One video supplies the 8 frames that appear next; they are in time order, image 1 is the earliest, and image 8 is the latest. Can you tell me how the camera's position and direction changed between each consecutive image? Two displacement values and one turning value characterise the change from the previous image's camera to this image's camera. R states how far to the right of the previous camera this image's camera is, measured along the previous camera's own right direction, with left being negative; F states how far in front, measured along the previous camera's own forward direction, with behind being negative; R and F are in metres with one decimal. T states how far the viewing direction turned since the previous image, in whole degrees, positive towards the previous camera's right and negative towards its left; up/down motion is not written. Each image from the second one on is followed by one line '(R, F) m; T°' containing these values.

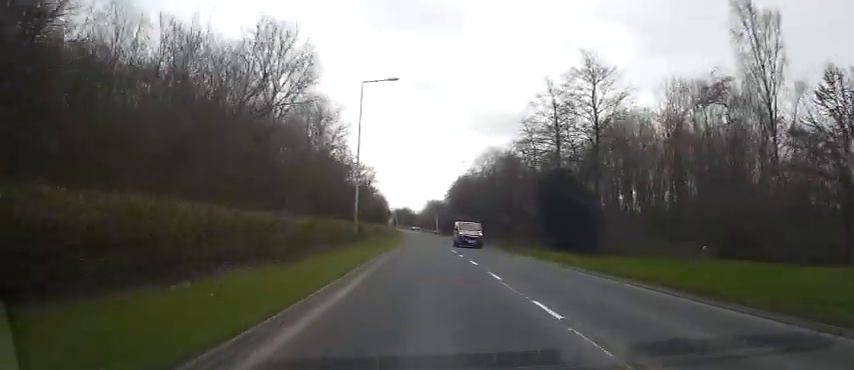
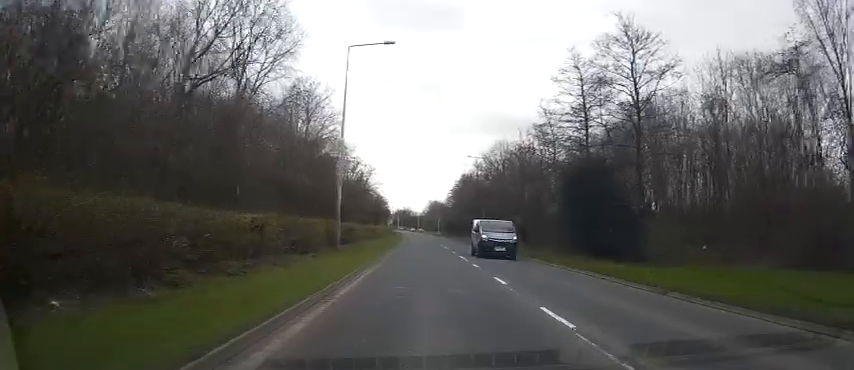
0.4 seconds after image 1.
(0.0, +6.9) m; 0°
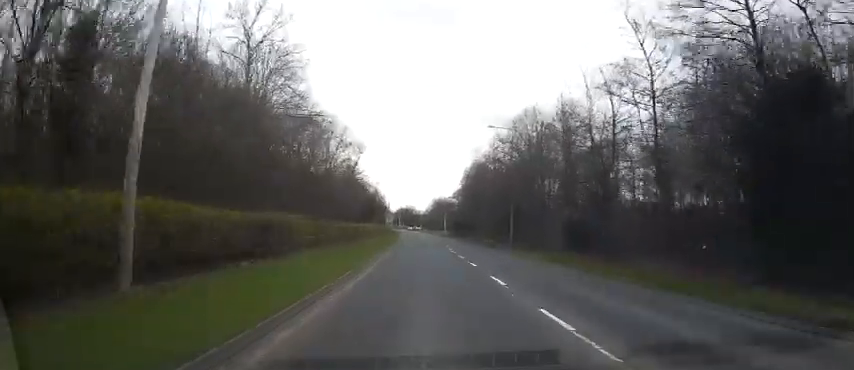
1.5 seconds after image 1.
(+0.1, +17.2) m; 0°
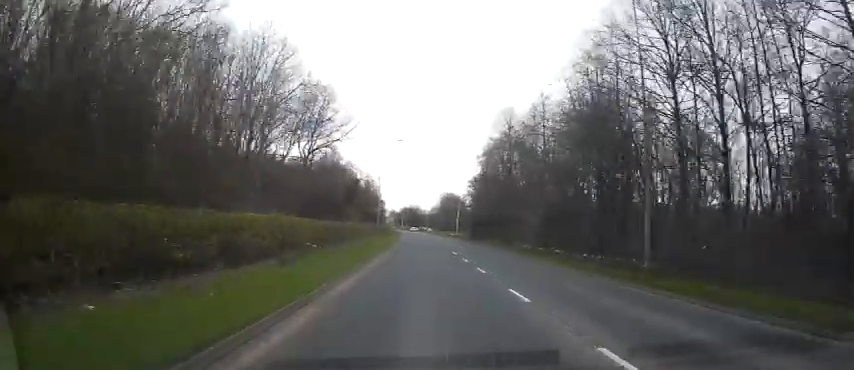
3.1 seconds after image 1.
(0.0, +26.8) m; 0°
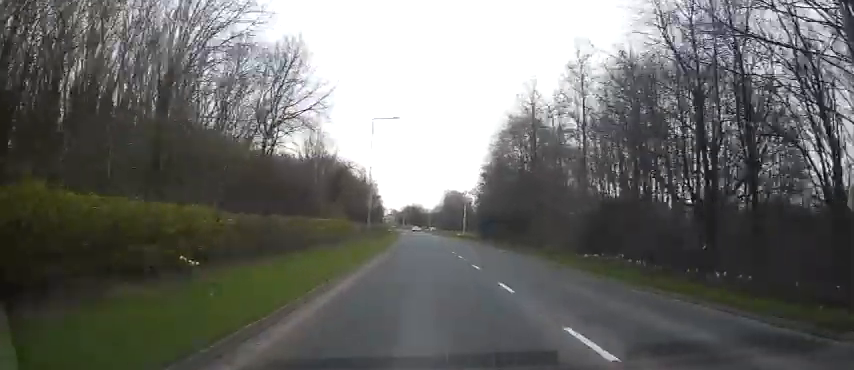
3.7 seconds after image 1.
(0.0, +10.2) m; 0°
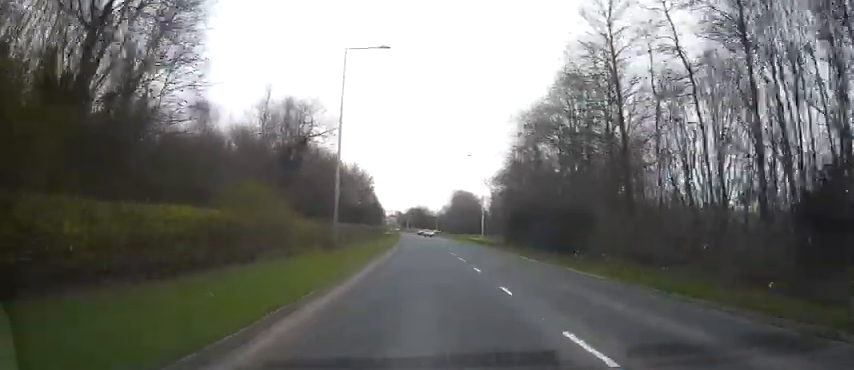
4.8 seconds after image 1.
(-0.1, +17.0) m; -1°
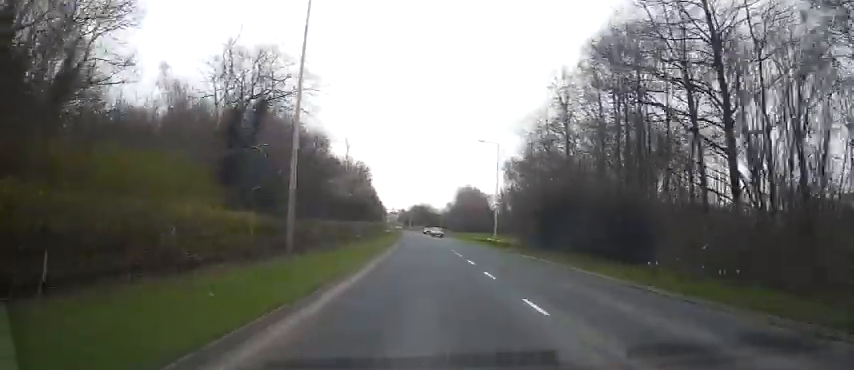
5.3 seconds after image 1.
(0.0, +8.8) m; -1°
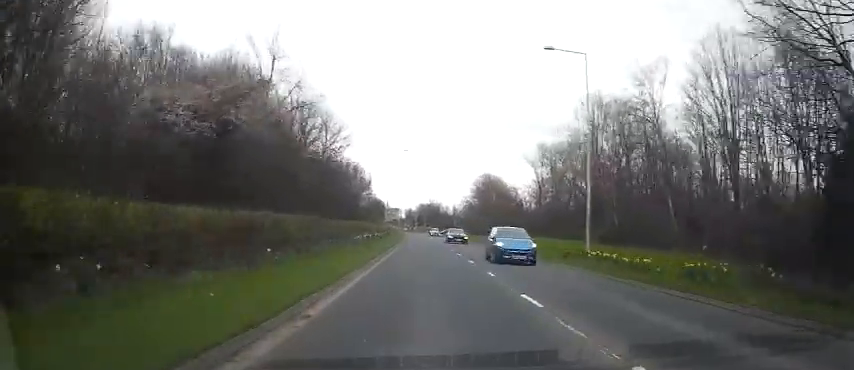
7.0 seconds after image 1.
(-0.4, +28.4) m; -1°
